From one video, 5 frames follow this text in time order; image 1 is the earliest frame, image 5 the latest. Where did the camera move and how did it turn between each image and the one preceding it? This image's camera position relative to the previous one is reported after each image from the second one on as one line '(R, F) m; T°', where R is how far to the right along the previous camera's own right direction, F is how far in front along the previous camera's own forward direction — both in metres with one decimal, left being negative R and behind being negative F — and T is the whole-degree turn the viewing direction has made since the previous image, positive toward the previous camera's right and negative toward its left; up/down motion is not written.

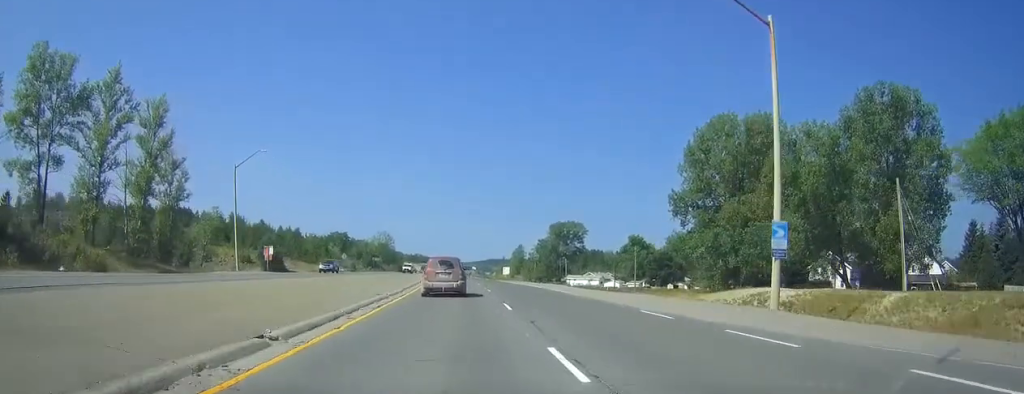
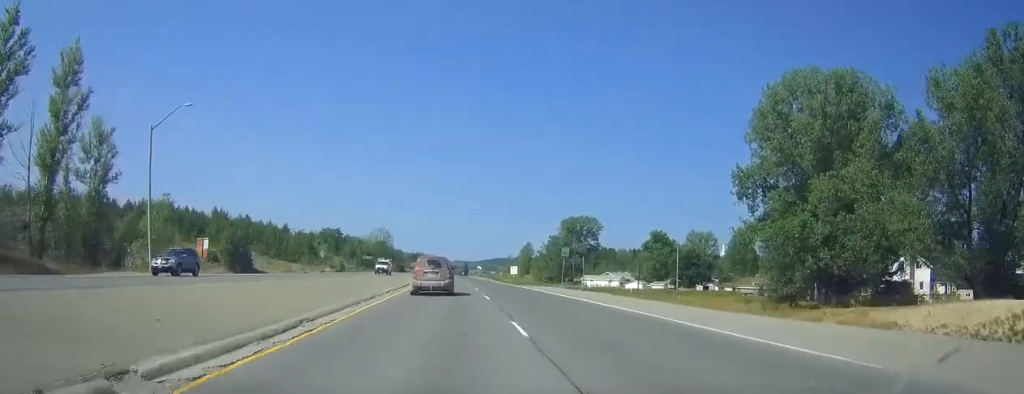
(+0.1, +20.5) m; 0°
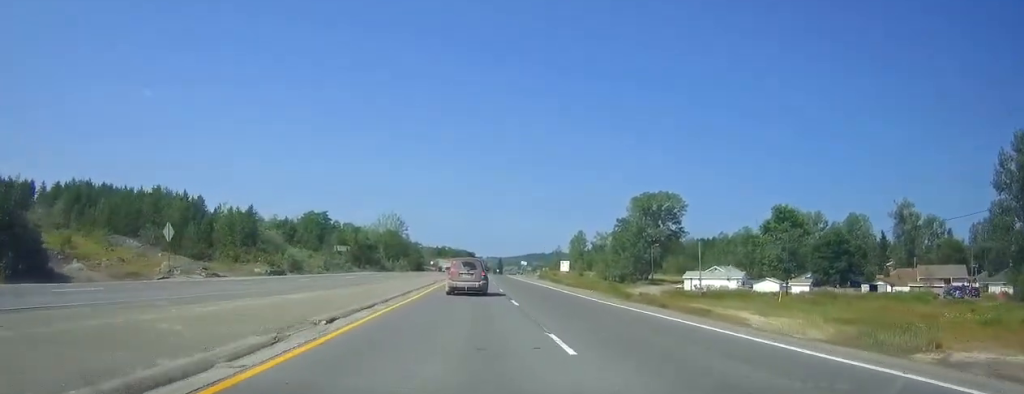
(-1.7, +60.9) m; -3°
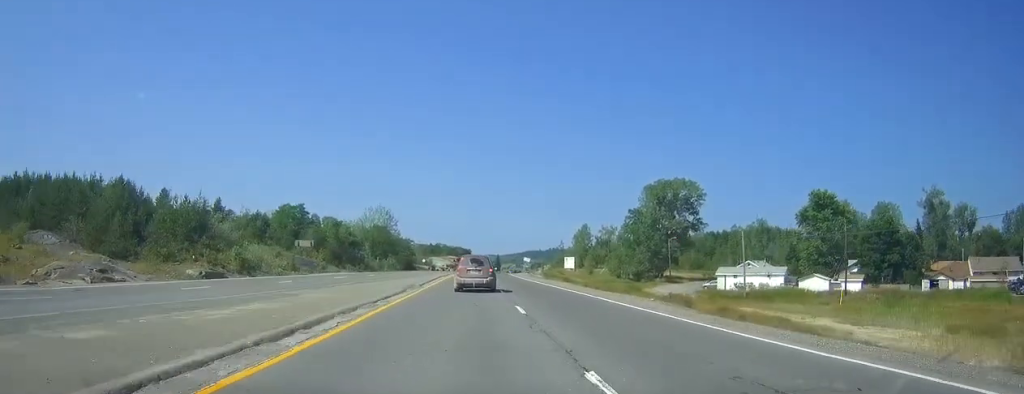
(-0.1, +17.5) m; 0°
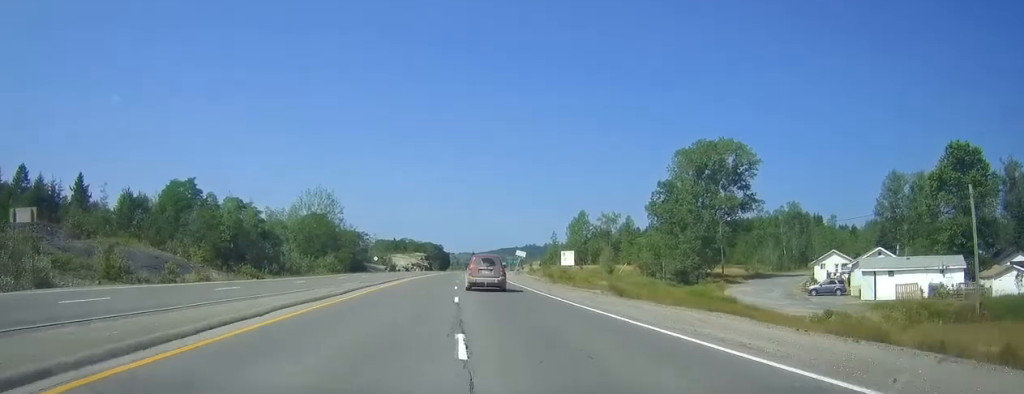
(+0.6, +44.6) m; +2°
